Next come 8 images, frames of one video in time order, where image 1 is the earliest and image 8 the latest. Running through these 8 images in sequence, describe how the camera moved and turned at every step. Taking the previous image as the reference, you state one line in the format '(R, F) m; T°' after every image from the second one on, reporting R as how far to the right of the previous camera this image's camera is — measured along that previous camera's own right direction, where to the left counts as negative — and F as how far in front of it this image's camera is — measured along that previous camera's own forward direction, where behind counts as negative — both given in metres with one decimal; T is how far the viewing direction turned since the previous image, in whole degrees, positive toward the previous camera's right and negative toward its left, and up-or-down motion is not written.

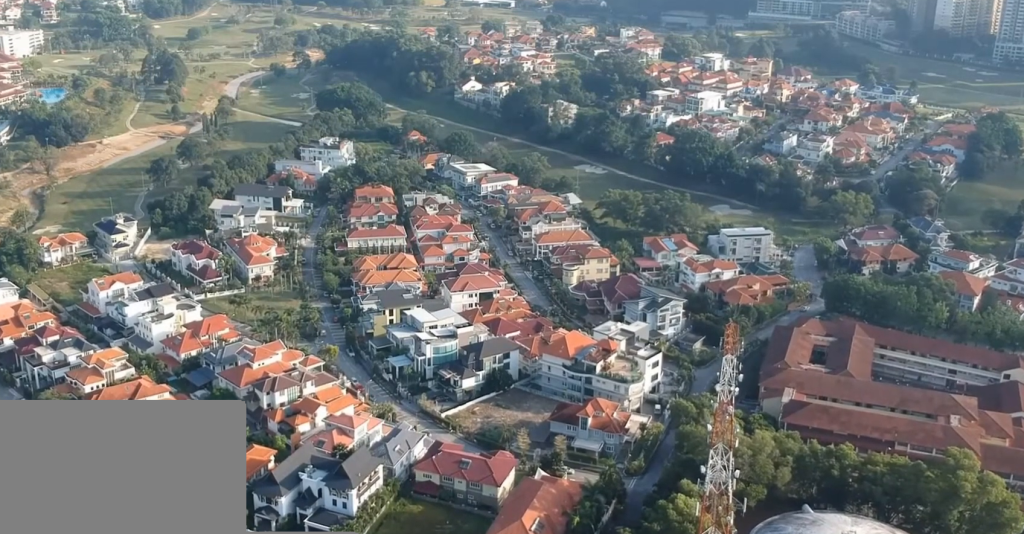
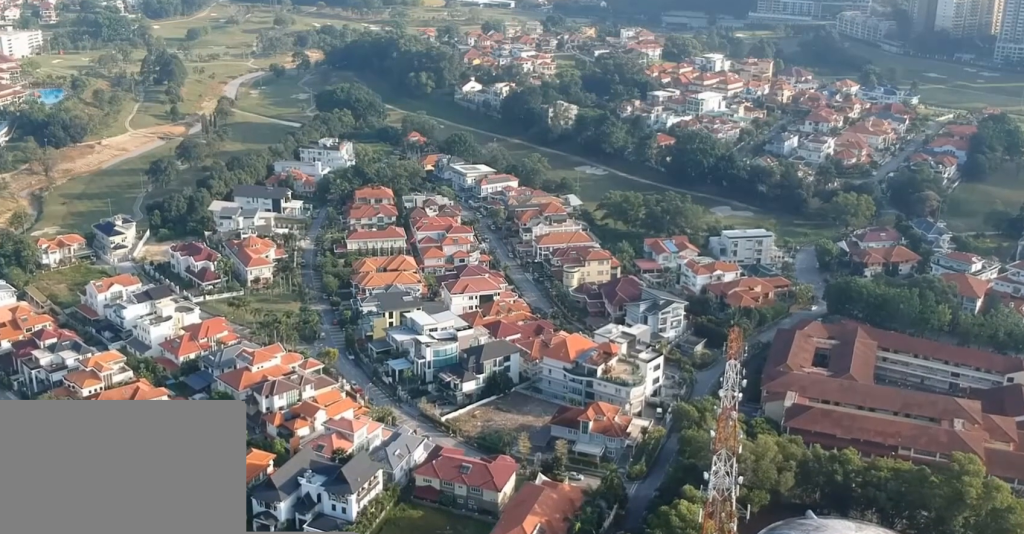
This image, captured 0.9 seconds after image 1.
(0.0, +2.3) m; 0°
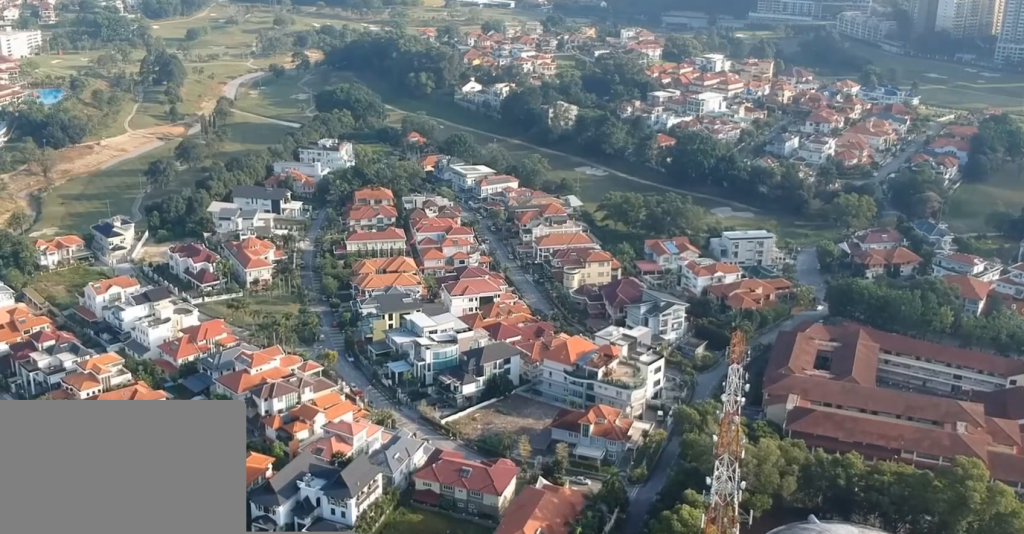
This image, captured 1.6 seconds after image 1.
(0.0, +1.8) m; 0°
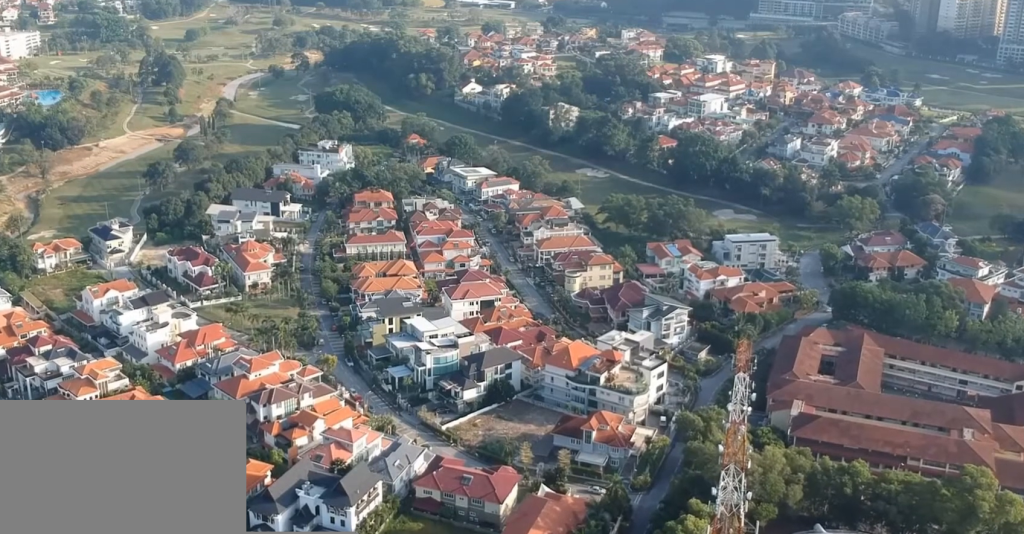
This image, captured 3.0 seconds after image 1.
(0.0, +3.7) m; 0°
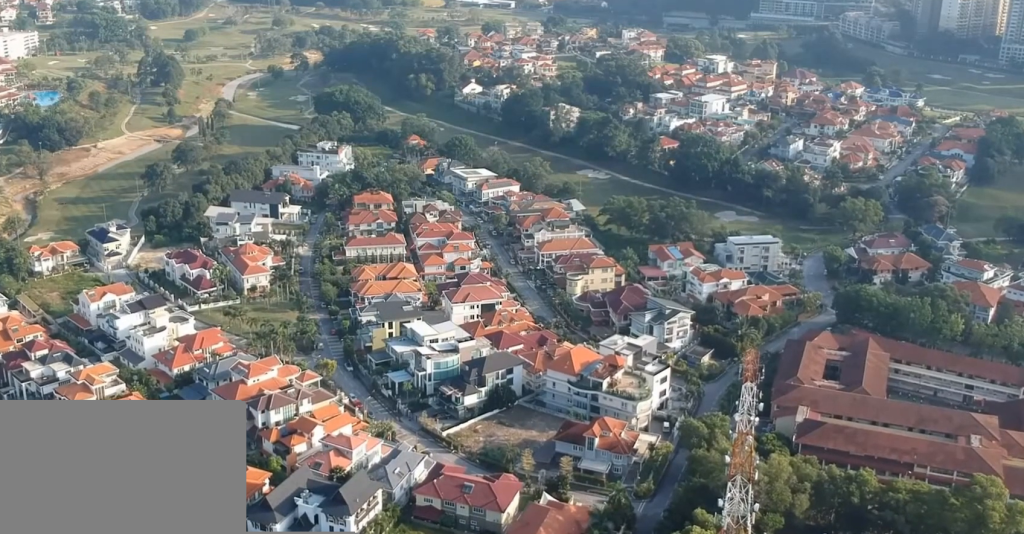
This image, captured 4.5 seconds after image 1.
(0.0, +4.1) m; 0°
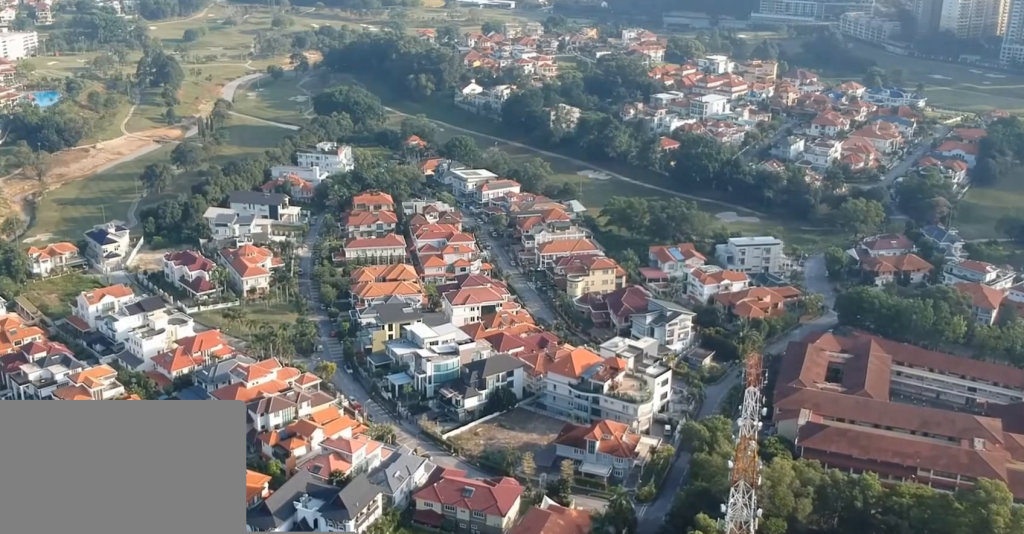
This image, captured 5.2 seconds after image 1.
(0.0, +1.8) m; +1°
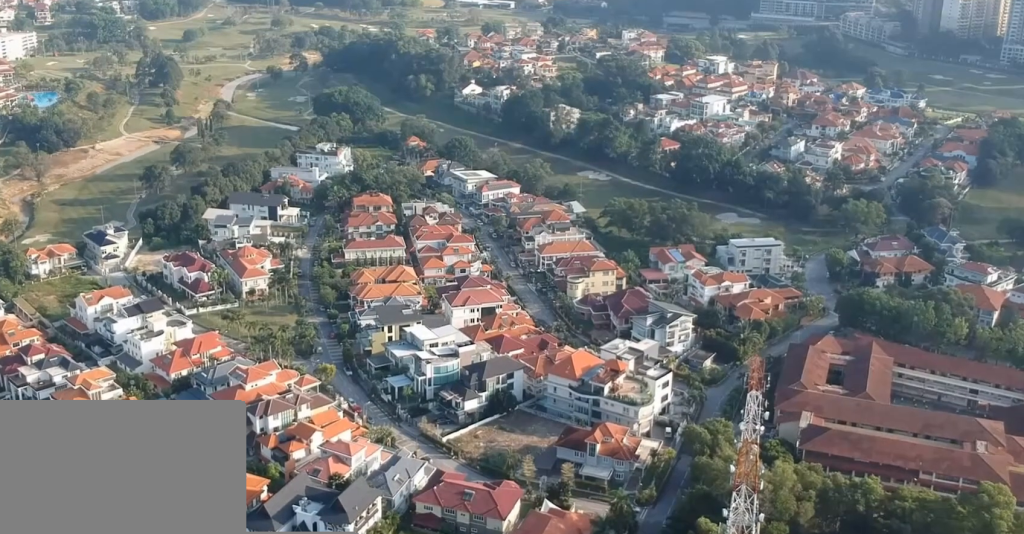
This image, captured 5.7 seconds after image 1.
(0.0, +1.4) m; +1°
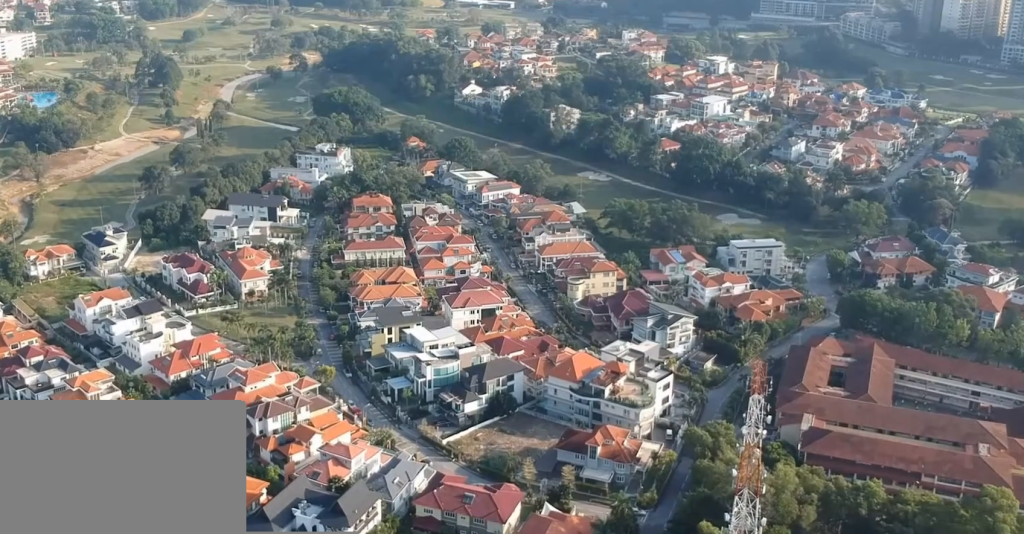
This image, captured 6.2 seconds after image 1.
(0.0, +1.4) m; 0°
